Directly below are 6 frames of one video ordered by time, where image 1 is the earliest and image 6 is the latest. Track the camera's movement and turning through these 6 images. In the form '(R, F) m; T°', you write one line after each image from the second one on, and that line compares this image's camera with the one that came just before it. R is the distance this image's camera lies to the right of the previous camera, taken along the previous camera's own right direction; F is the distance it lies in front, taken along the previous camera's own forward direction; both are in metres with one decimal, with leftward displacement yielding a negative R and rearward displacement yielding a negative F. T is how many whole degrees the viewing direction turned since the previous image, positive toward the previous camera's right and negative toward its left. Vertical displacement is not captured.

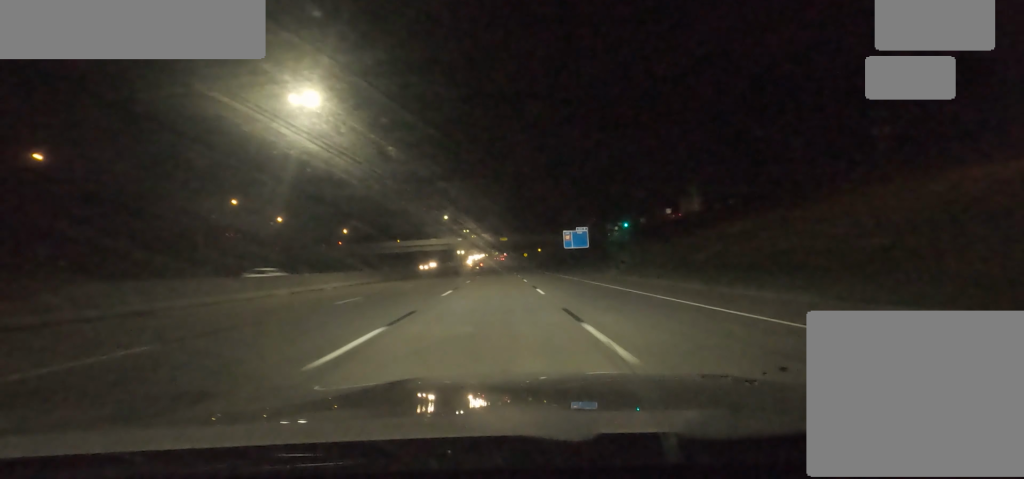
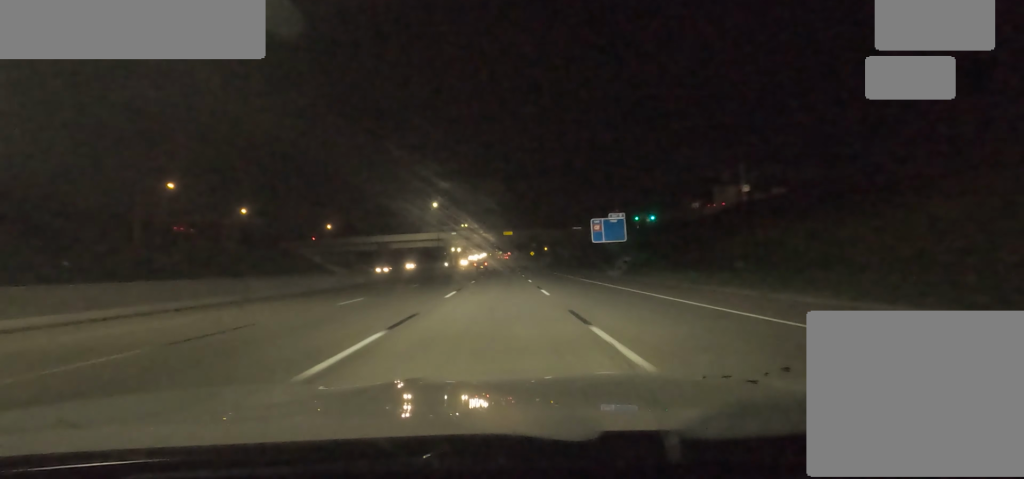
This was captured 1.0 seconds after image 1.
(-1.3, +28.4) m; 0°
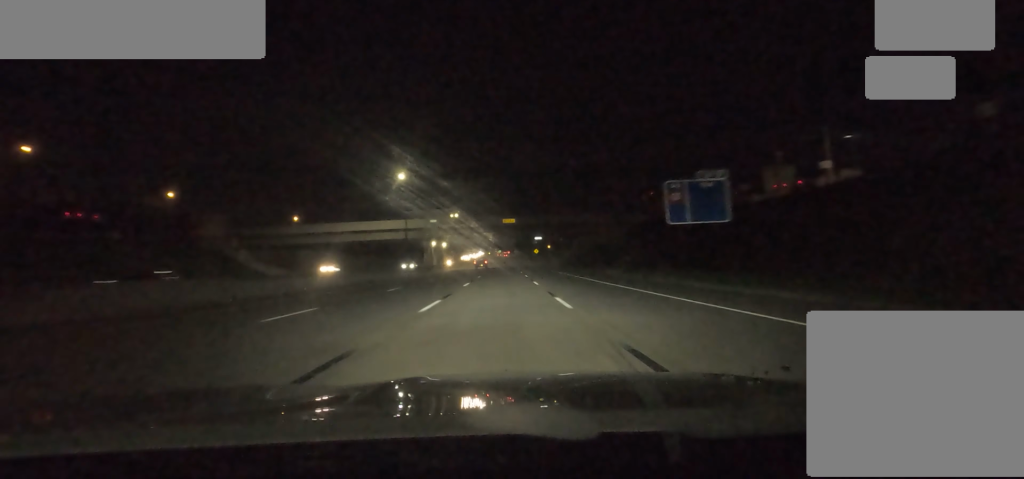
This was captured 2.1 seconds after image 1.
(+1.2, +33.0) m; 0°
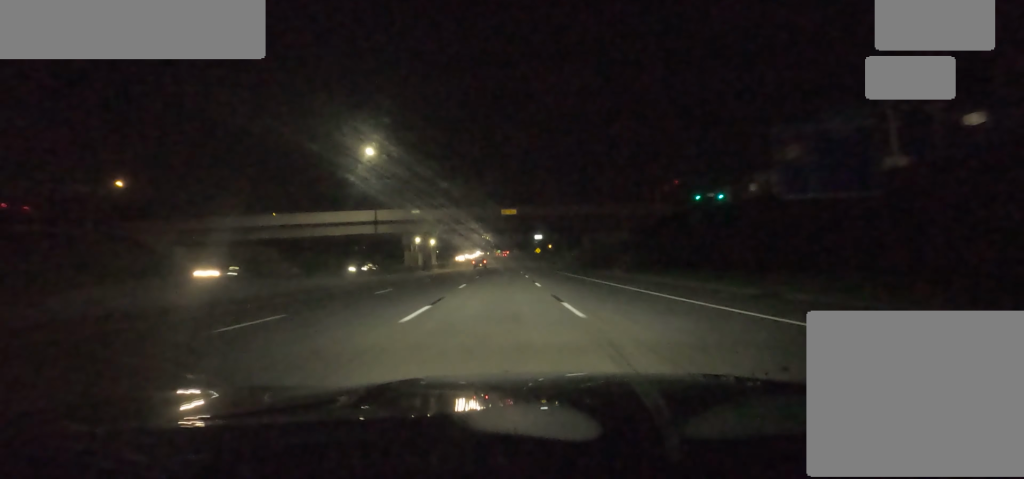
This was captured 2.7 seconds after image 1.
(-0.8, +16.5) m; 0°
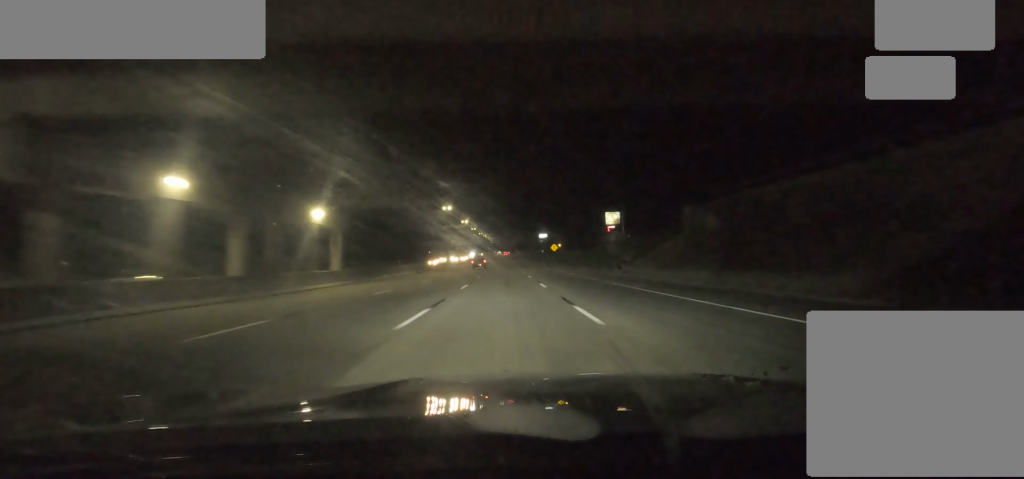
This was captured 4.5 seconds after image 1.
(+0.3, +55.5) m; 0°
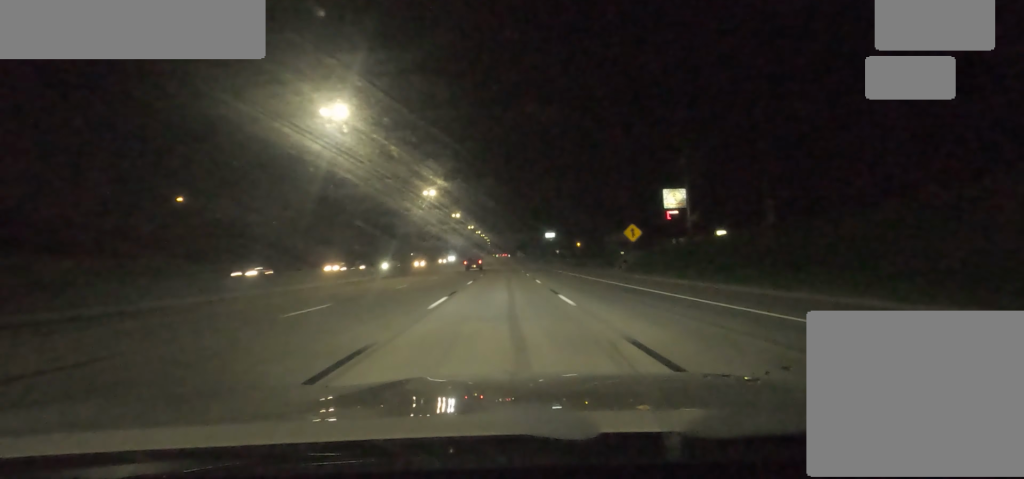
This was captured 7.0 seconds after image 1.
(-0.8, +76.5) m; 0°
